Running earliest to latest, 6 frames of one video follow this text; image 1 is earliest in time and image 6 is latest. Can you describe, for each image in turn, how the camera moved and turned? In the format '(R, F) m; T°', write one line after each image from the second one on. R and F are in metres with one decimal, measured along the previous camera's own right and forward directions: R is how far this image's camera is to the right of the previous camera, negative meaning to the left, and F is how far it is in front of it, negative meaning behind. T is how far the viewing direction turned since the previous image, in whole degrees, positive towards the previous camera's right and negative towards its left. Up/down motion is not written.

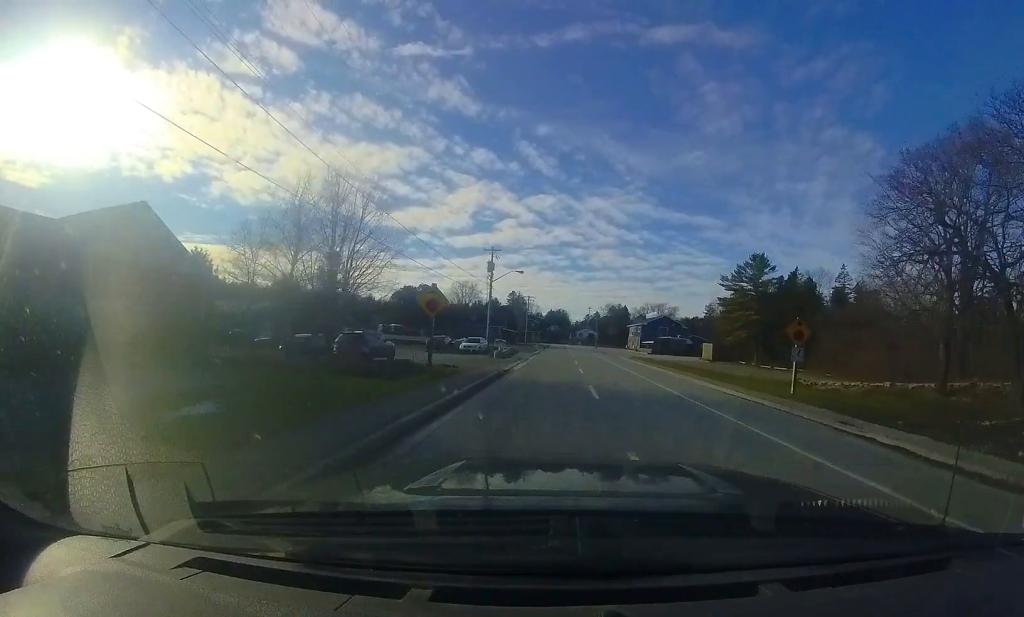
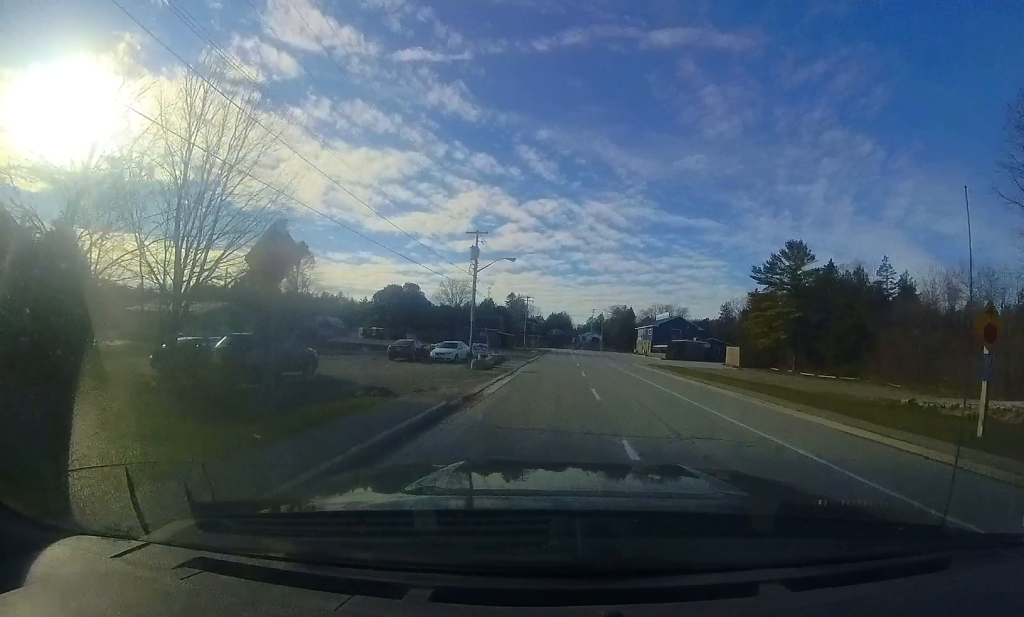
(0.0, +10.9) m; +1°
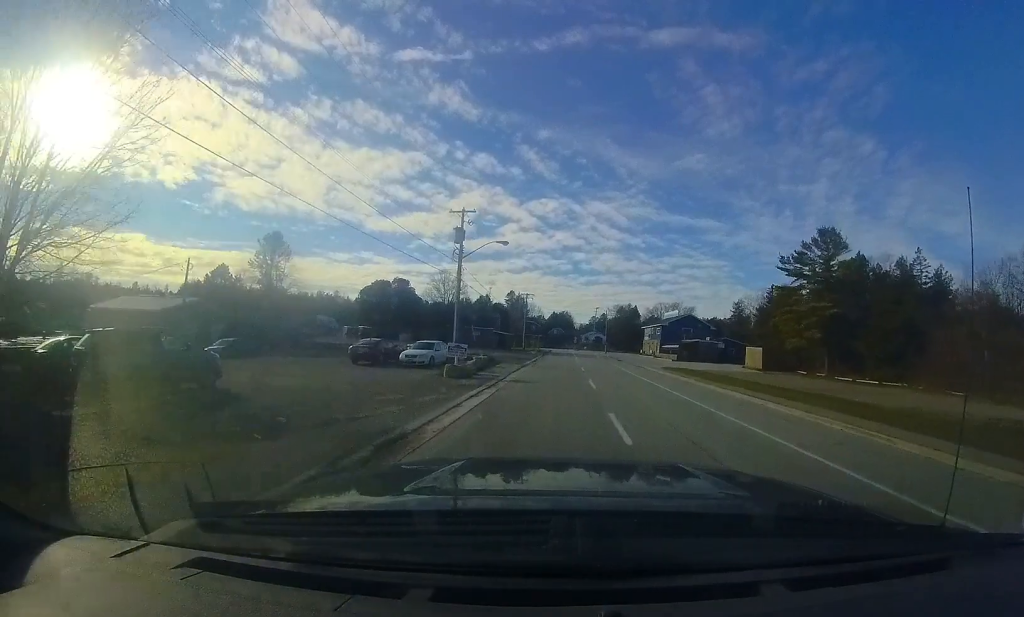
(+0.1, +6.9) m; +1°
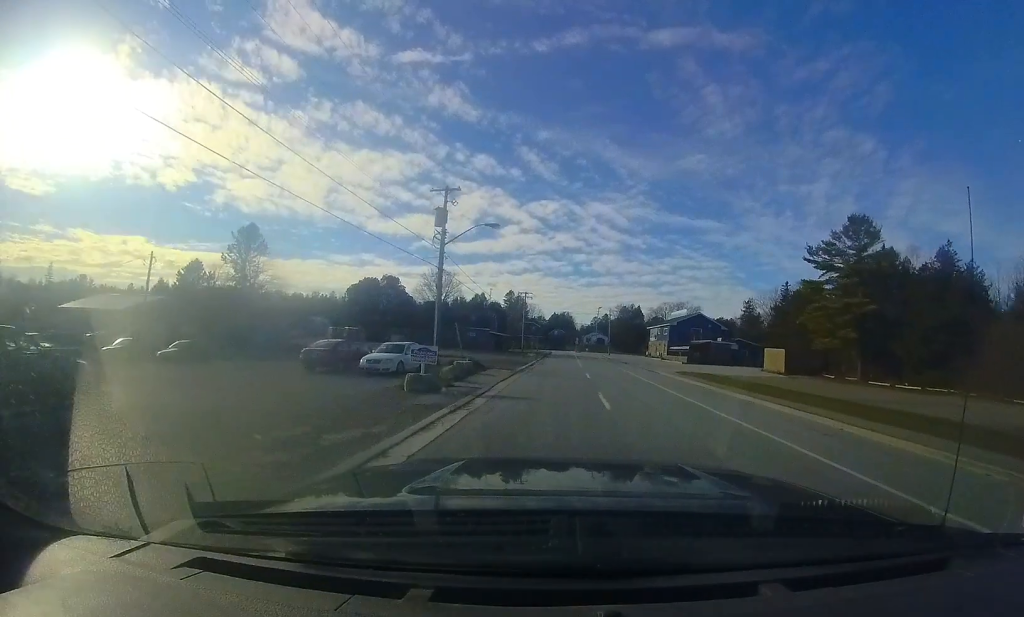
(+0.2, +5.7) m; +1°
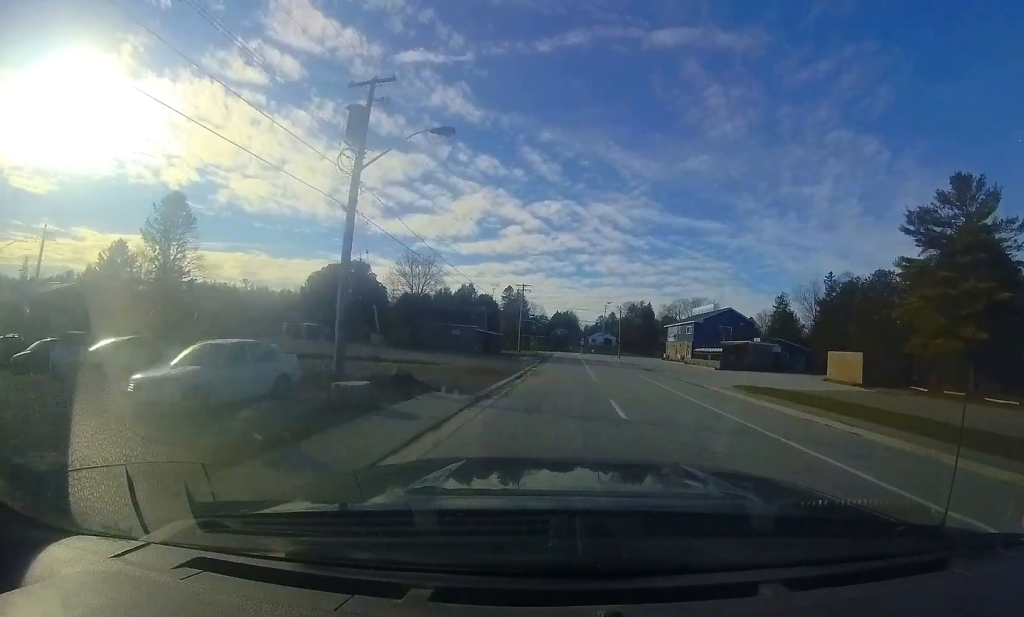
(-0.2, +13.7) m; -2°
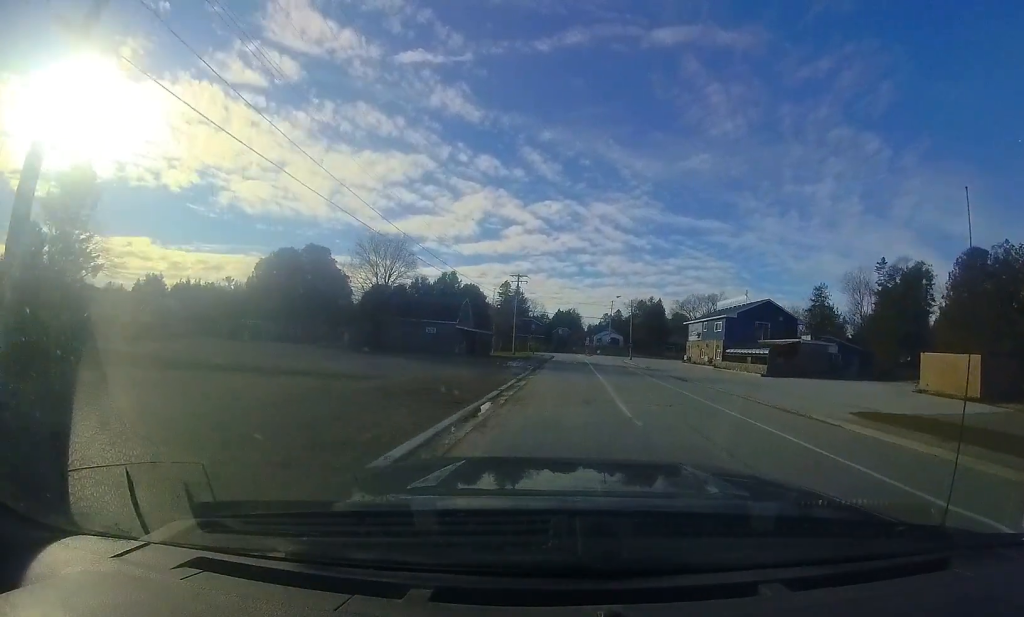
(-0.1, +12.8) m; +1°
